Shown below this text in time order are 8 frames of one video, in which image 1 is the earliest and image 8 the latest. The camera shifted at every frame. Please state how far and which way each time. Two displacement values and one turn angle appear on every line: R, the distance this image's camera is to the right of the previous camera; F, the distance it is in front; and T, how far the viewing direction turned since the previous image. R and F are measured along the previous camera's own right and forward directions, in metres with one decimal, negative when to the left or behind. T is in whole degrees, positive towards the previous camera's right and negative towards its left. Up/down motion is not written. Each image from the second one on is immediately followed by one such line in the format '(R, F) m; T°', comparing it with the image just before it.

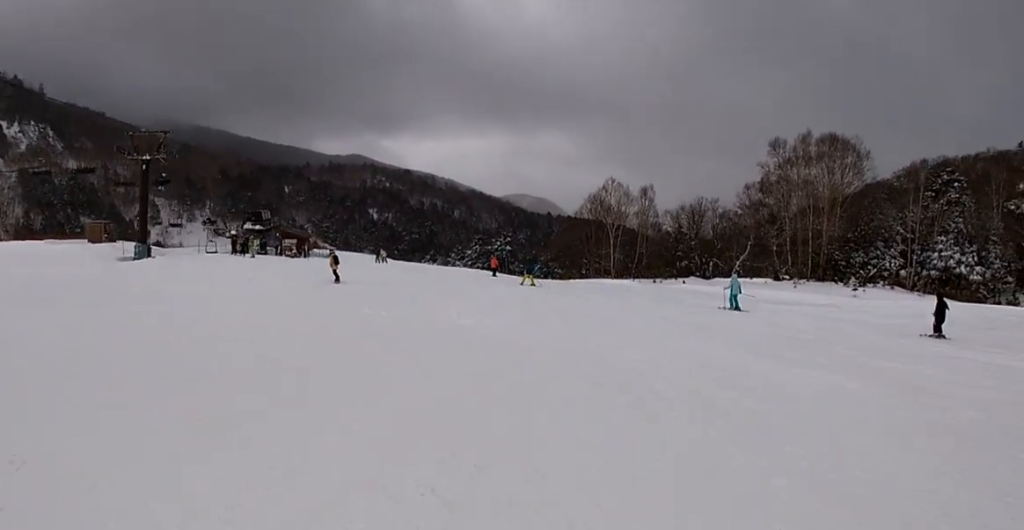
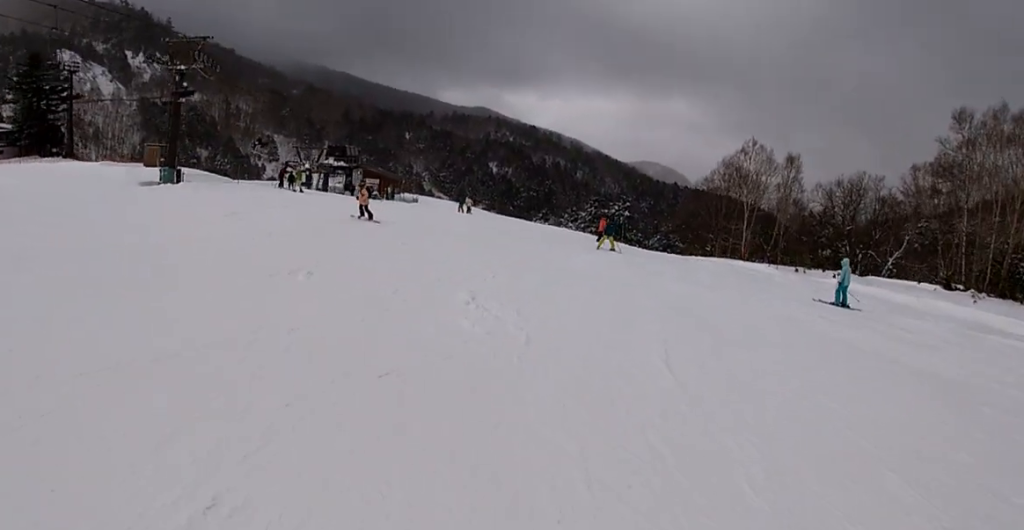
(-0.3, +8.8) m; -3°
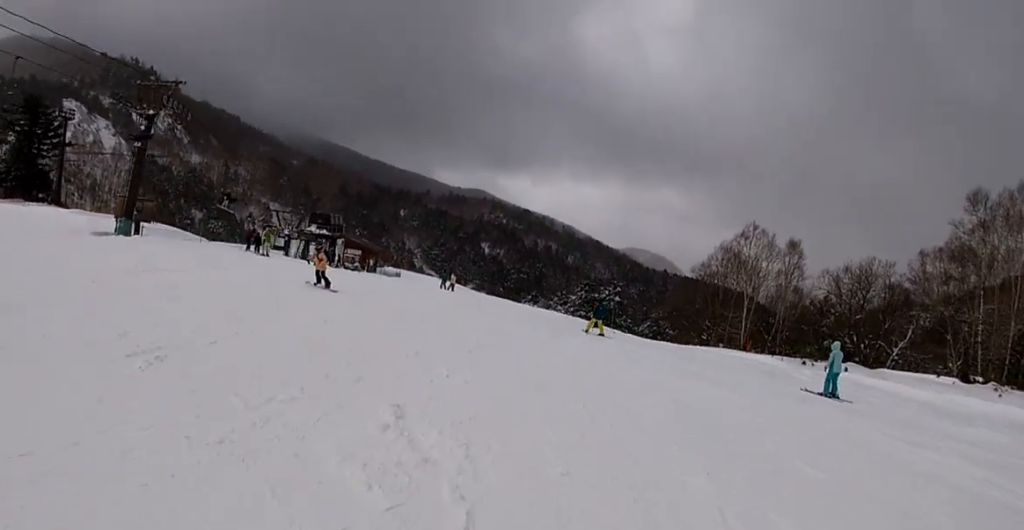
(0.0, +3.3) m; 0°
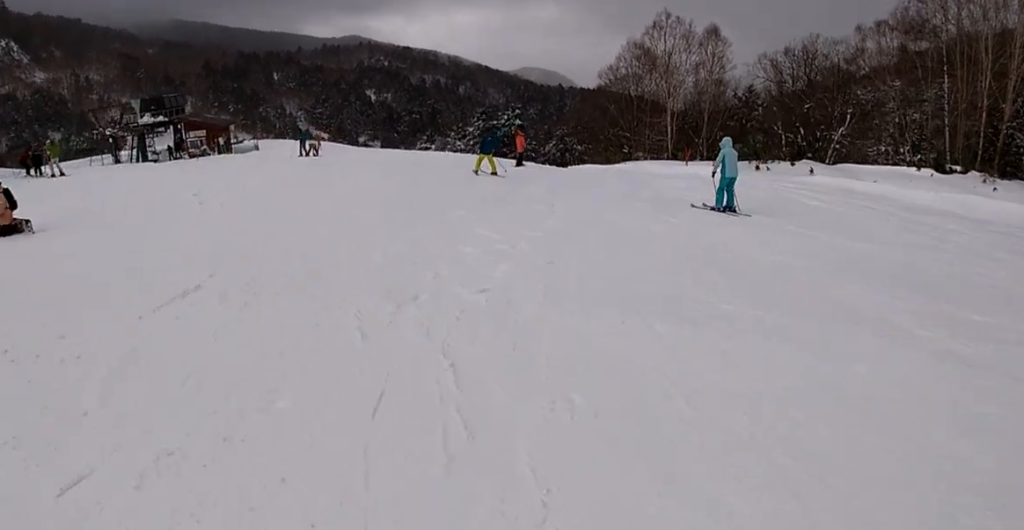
(0.0, +7.6) m; +3°
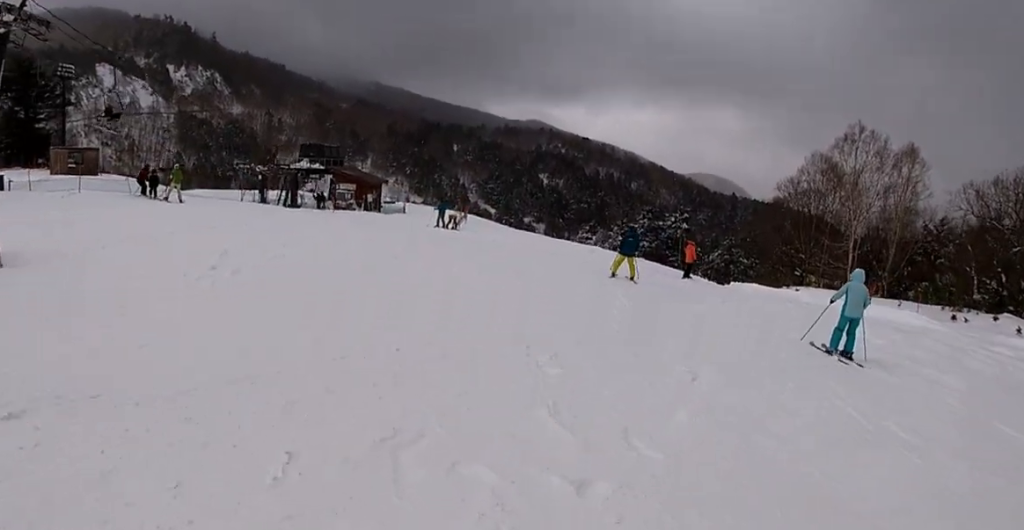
(+0.1, +3.9) m; -2°
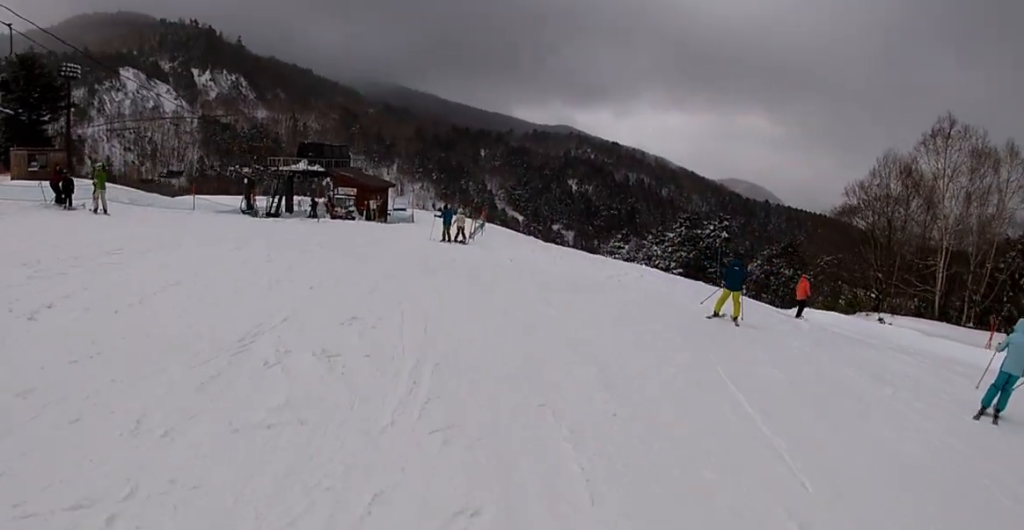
(-0.8, +6.5) m; -7°
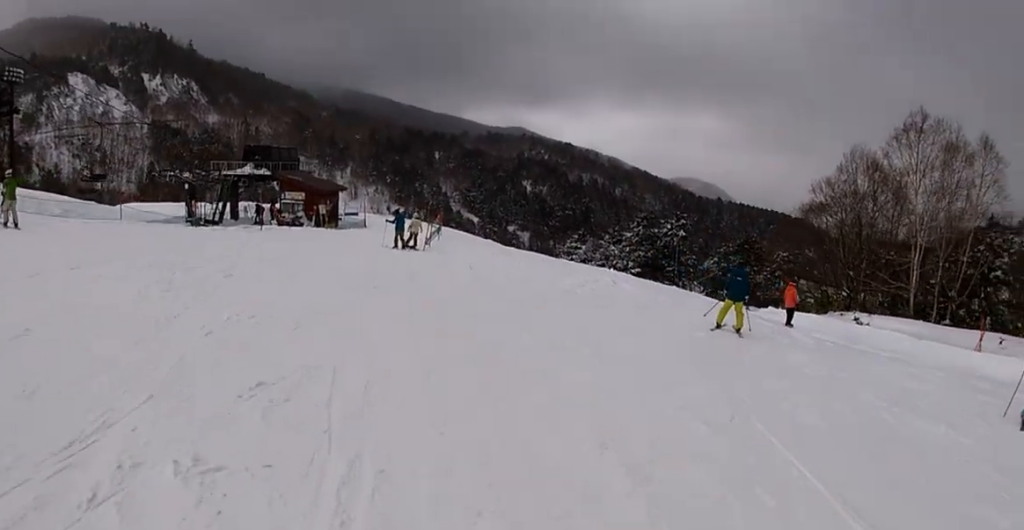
(-0.2, +2.0) m; +3°
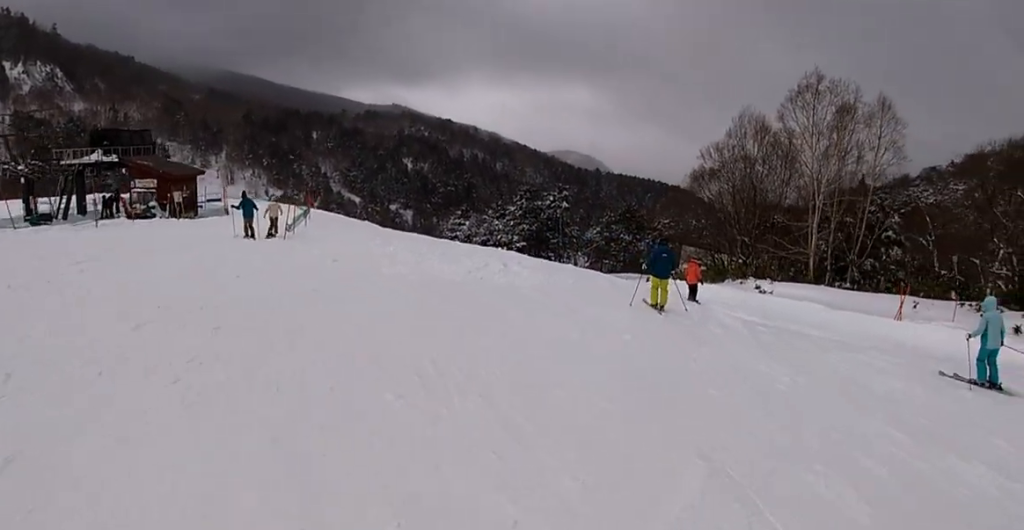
(+0.8, +2.9) m; +15°
